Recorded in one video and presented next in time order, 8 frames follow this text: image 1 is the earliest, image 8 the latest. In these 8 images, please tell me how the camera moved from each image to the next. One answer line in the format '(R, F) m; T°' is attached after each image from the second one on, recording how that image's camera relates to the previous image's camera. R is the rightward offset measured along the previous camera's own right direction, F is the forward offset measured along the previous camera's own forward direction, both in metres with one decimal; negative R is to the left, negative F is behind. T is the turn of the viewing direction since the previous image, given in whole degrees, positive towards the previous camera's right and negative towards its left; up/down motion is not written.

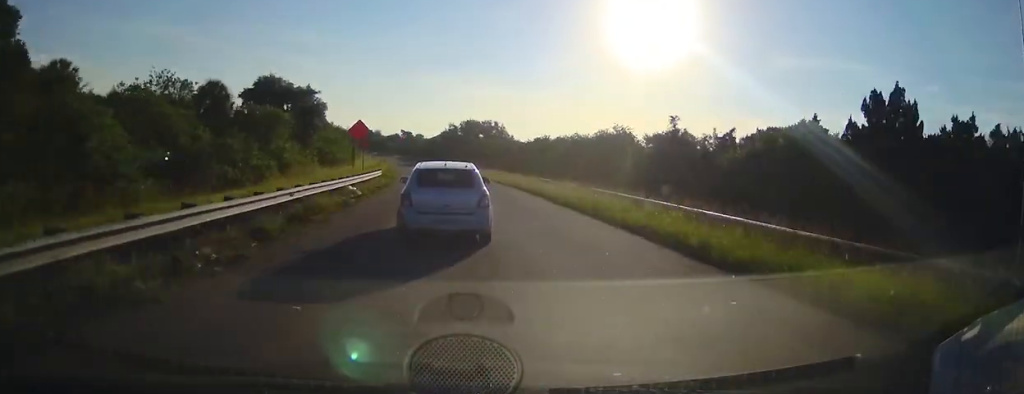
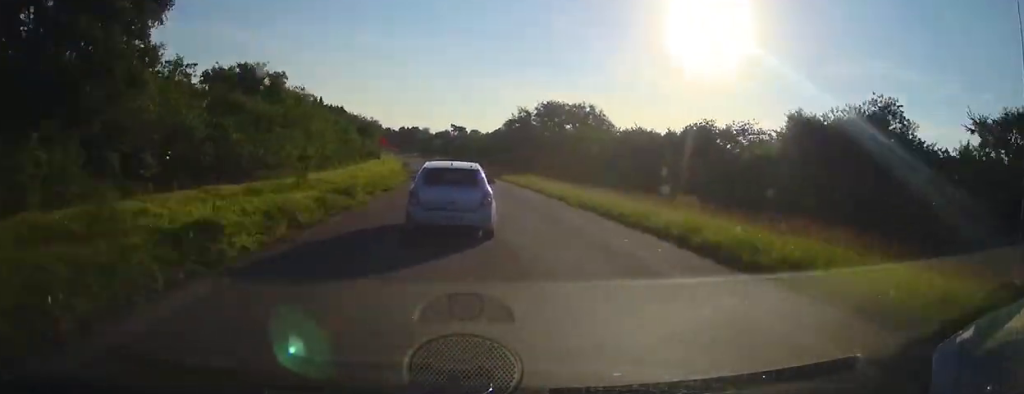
(-1.2, +51.2) m; -5°
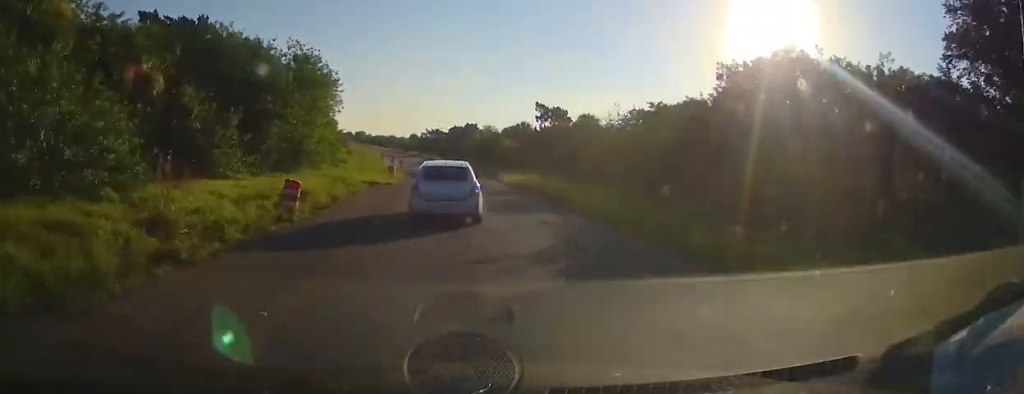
(-6.5, +83.4) m; -9°
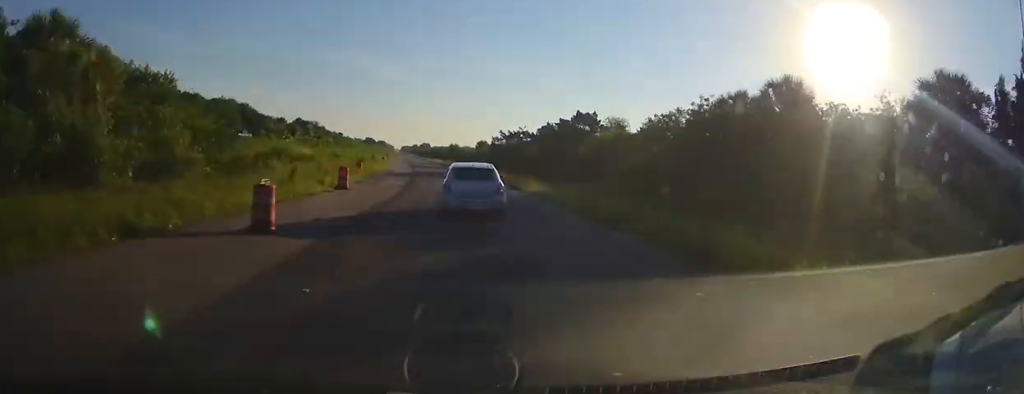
(-5.0, +67.8) m; -5°
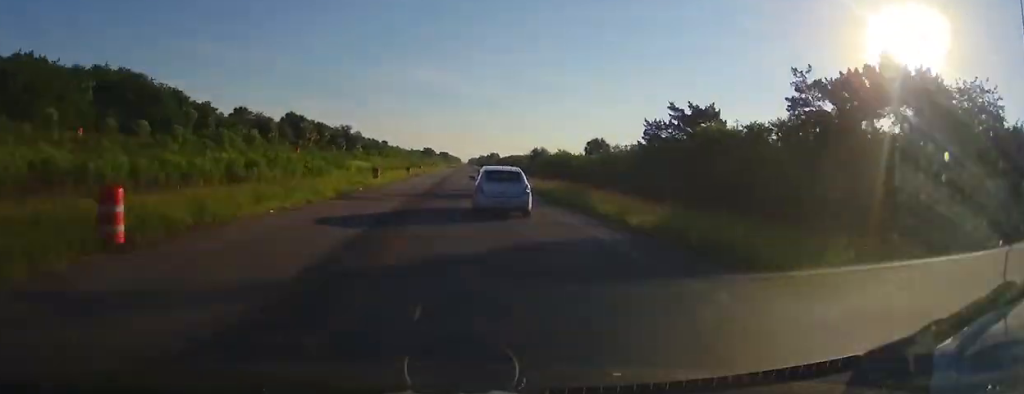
(-3.4, +72.1) m; -3°
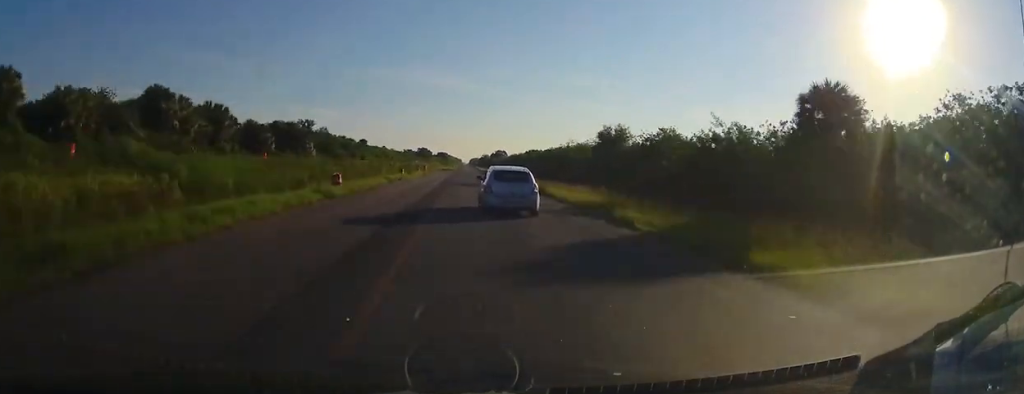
(-0.8, +56.4) m; -1°
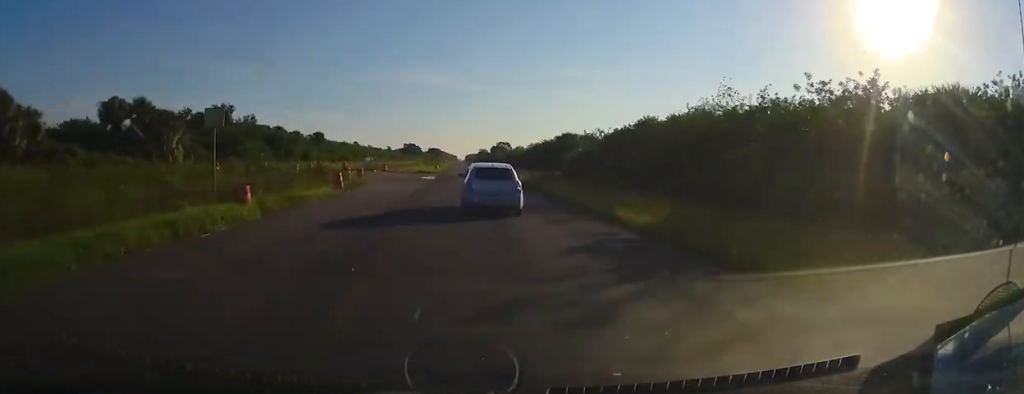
(-0.2, +56.6) m; 0°
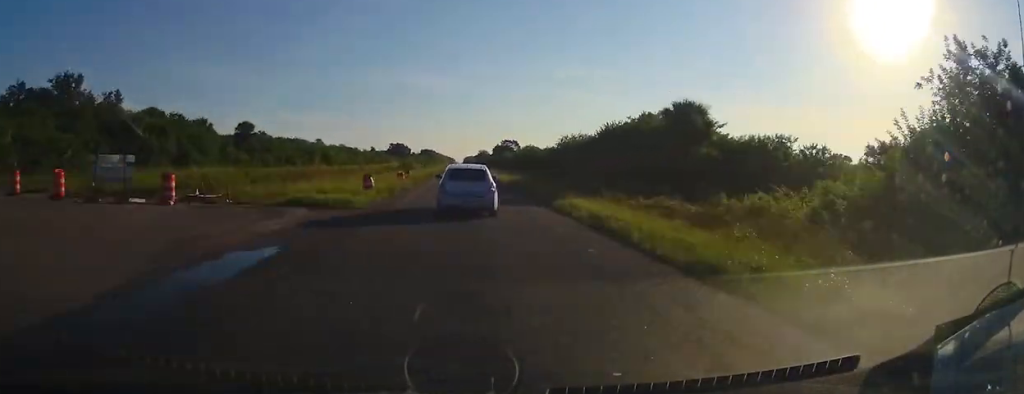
(+0.1, +50.1) m; 0°
